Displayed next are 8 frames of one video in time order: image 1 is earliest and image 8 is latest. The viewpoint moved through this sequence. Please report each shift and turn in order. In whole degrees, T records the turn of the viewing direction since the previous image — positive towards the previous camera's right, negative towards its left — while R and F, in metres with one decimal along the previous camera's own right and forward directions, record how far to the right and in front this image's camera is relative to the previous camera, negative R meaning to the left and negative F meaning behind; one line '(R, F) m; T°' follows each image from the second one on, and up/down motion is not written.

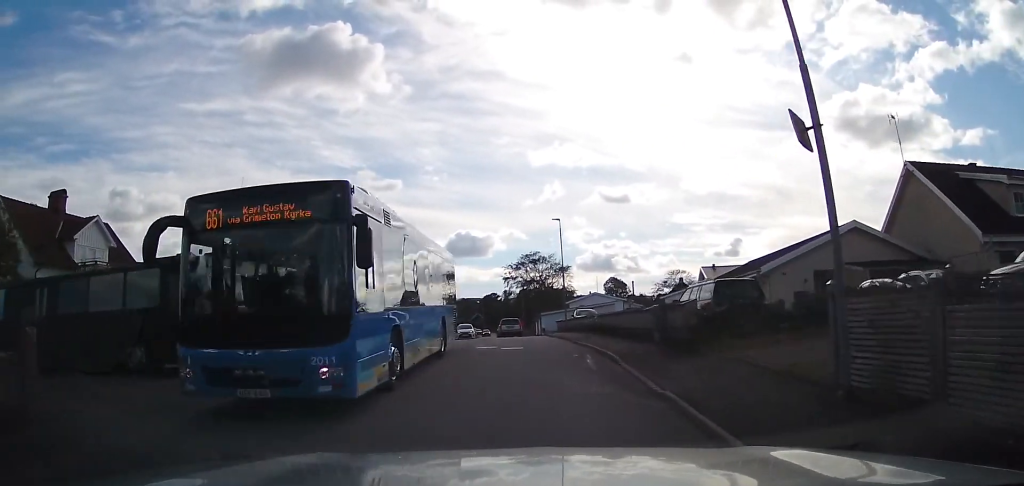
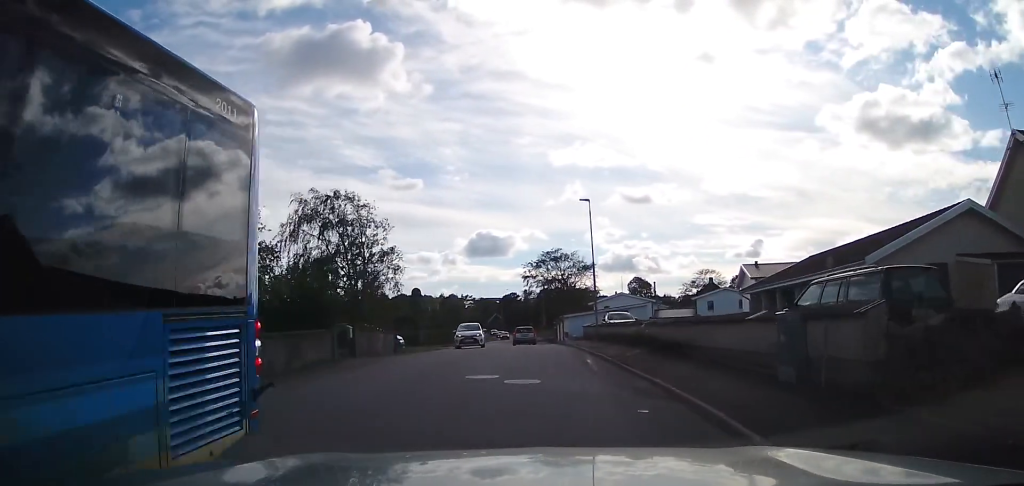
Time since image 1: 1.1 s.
(-0.6, +7.3) m; -4°
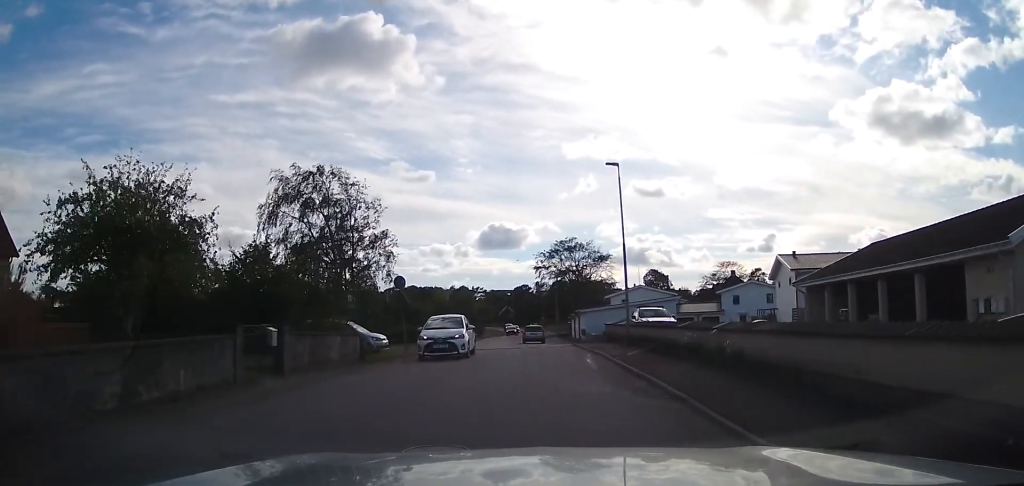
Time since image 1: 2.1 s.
(+0.2, +6.4) m; 0°
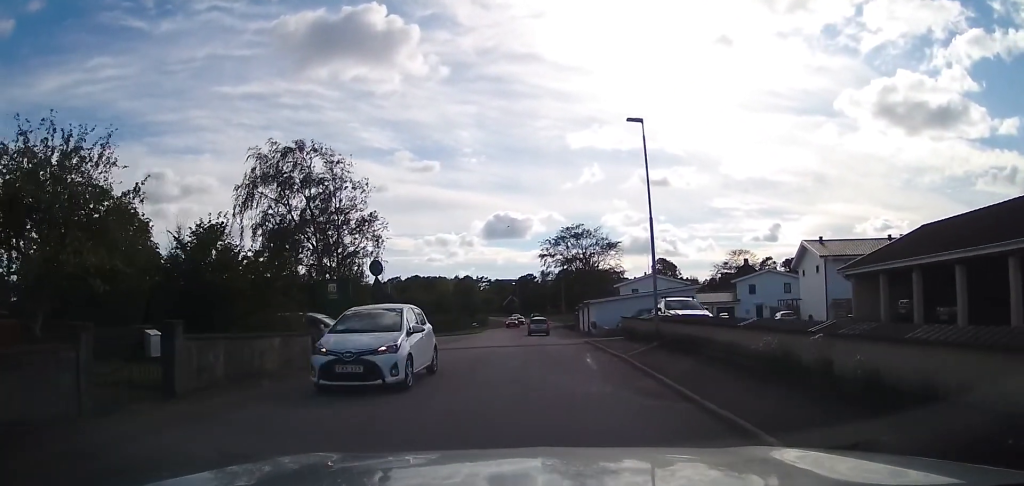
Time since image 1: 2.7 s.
(+0.1, +4.4) m; -1°
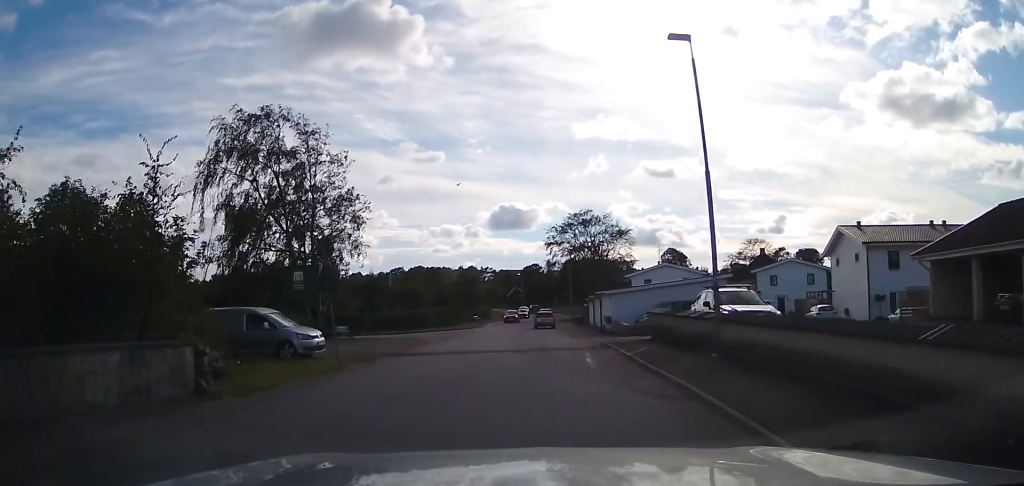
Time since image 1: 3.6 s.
(-0.4, +5.5) m; -1°
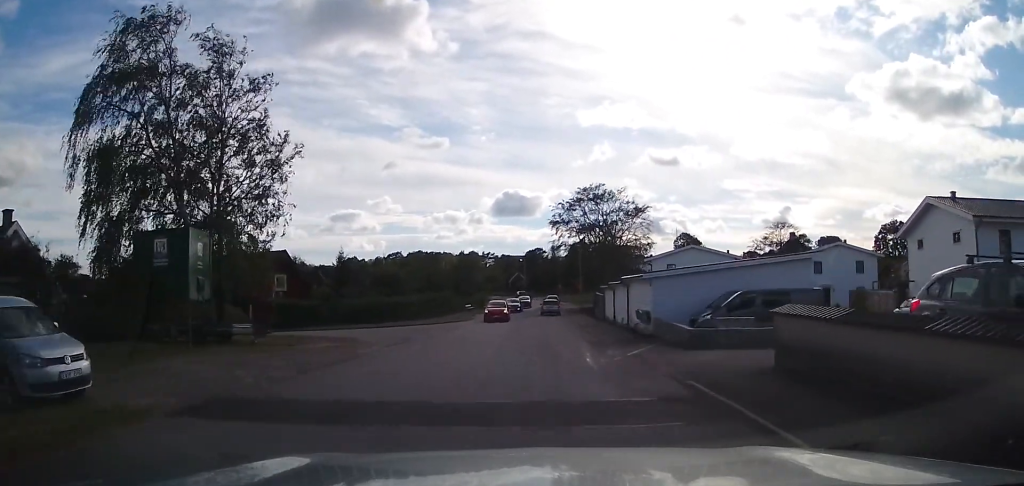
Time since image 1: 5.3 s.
(+0.5, +10.8) m; +3°
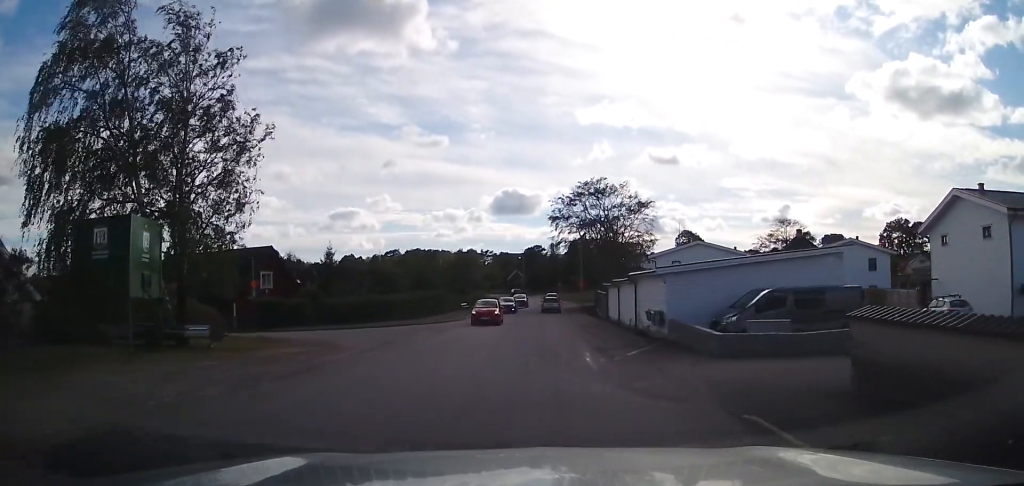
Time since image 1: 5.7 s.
(0.0, +2.6) m; 0°
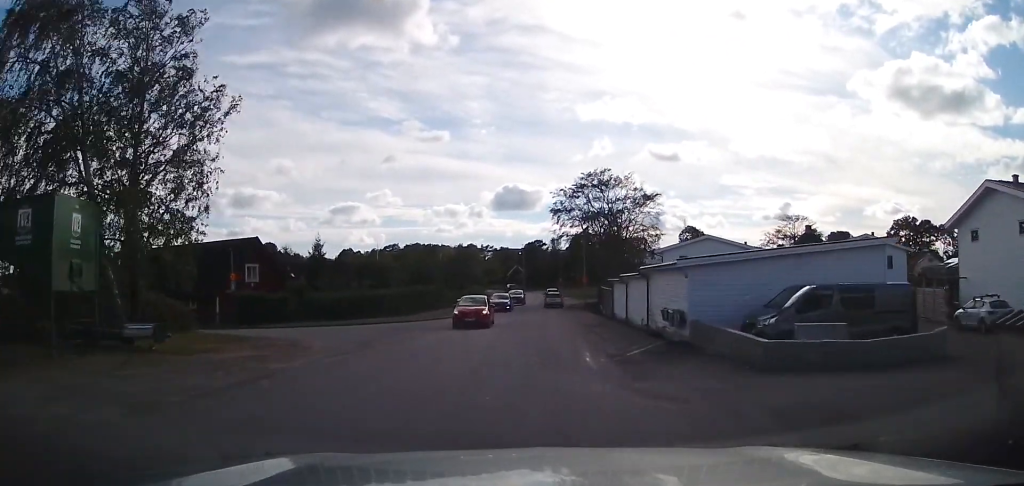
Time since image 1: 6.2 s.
(0.0, +2.8) m; -1°
